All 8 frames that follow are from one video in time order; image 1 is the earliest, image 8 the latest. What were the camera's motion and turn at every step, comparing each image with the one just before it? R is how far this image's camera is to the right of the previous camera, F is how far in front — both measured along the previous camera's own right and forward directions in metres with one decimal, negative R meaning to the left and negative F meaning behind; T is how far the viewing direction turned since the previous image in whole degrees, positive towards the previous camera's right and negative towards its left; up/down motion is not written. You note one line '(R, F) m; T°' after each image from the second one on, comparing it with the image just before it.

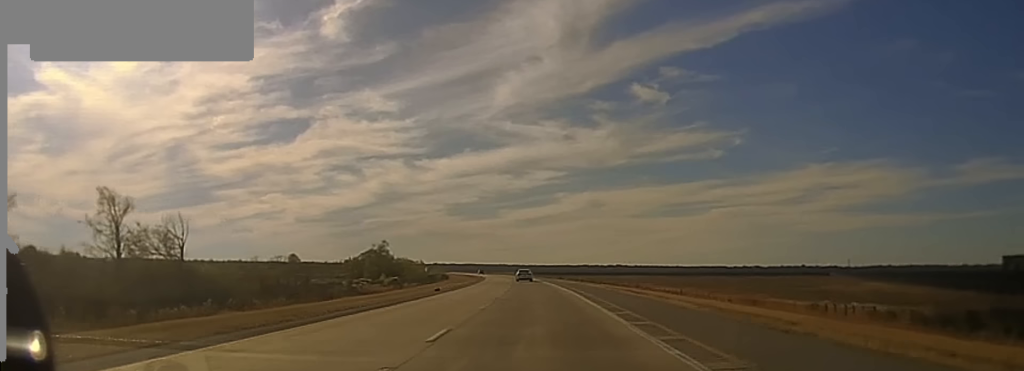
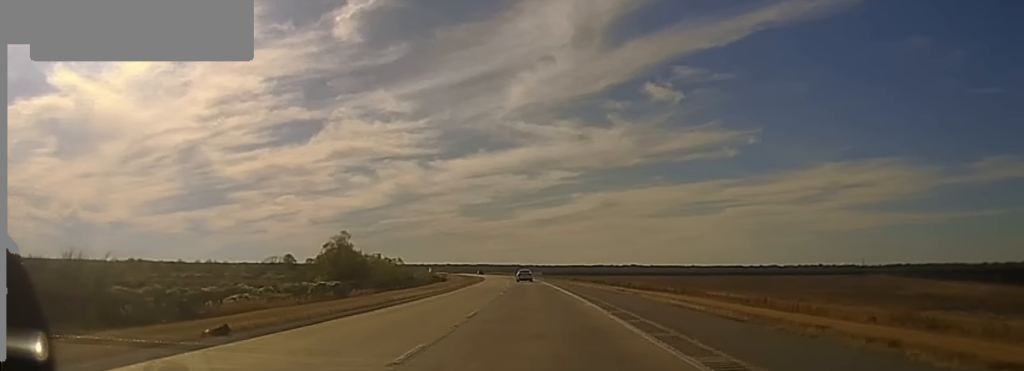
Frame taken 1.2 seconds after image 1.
(-0.1, +37.5) m; -1°
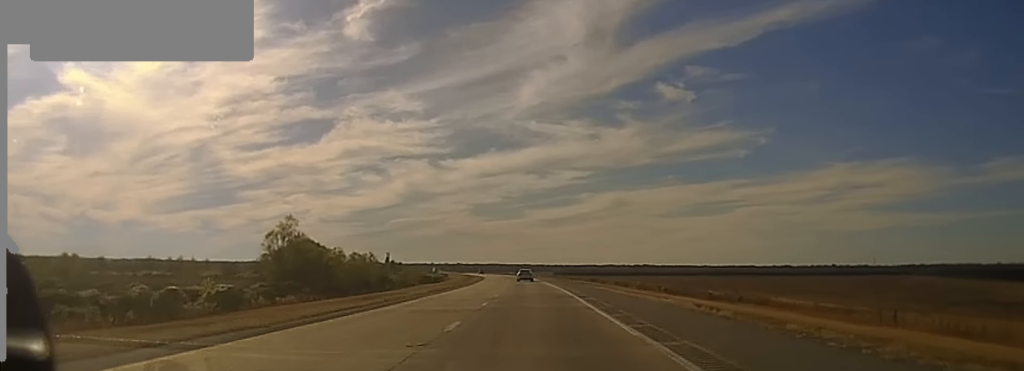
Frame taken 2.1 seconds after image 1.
(-0.1, +25.2) m; -1°
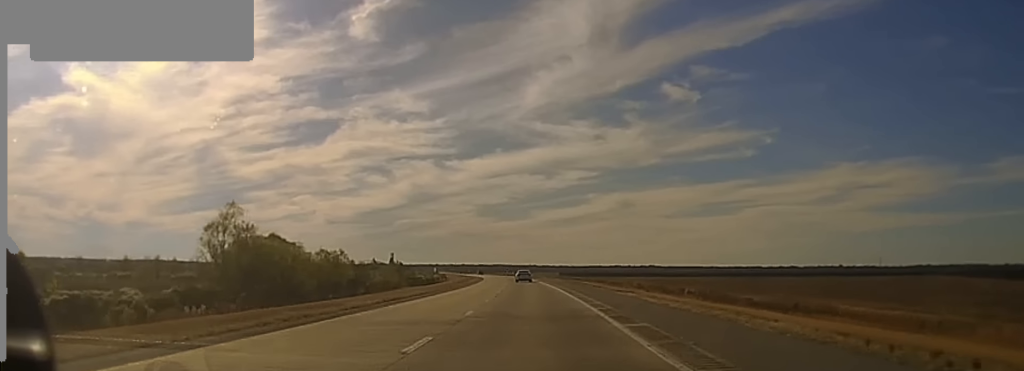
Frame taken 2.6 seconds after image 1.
(0.0, +15.9) m; -1°
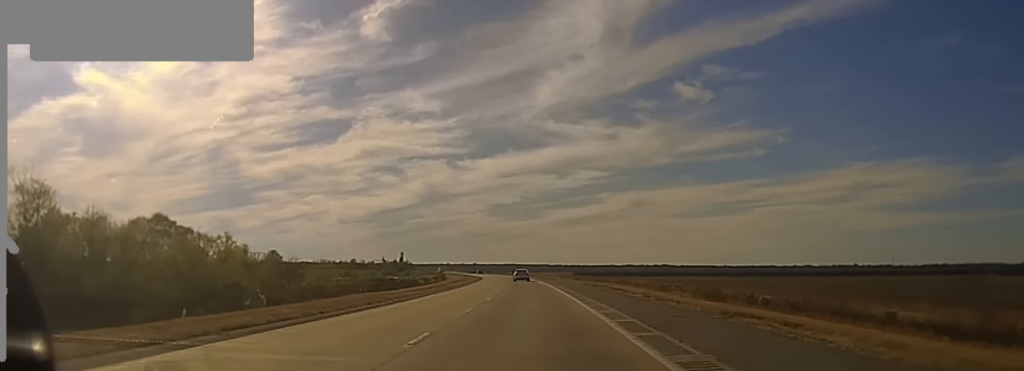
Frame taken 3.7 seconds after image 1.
(-0.5, +33.4) m; -1°
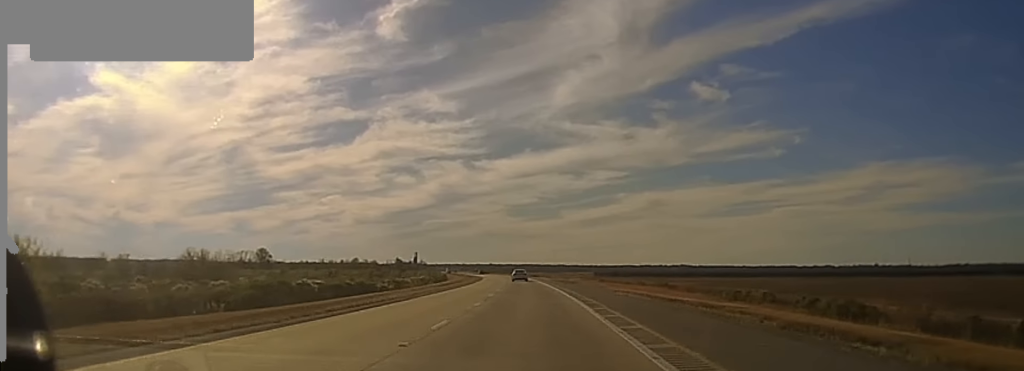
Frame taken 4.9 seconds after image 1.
(-0.4, +44.5) m; -1°
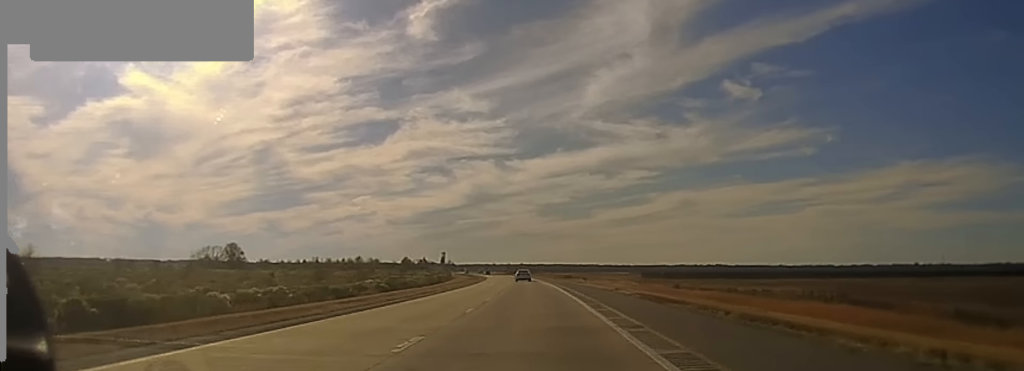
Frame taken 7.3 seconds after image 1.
(-0.9, +88.5) m; -2°
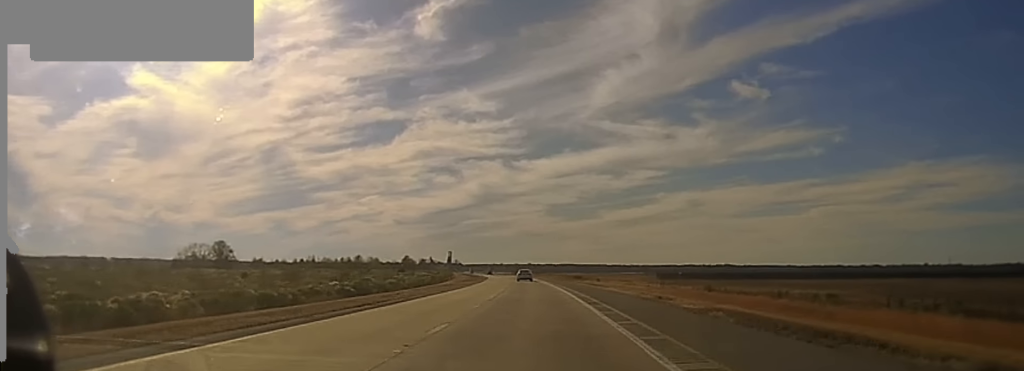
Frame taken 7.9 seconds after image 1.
(-0.2, +21.8) m; -1°
